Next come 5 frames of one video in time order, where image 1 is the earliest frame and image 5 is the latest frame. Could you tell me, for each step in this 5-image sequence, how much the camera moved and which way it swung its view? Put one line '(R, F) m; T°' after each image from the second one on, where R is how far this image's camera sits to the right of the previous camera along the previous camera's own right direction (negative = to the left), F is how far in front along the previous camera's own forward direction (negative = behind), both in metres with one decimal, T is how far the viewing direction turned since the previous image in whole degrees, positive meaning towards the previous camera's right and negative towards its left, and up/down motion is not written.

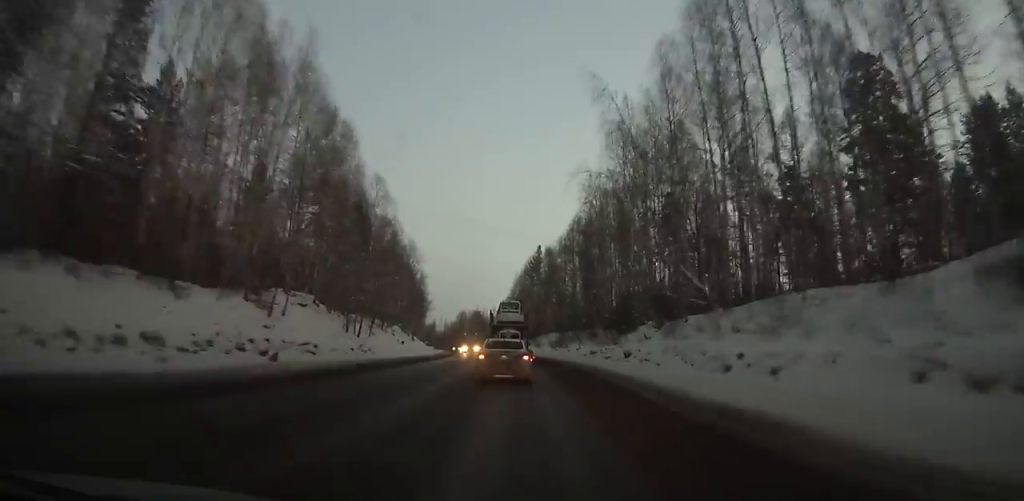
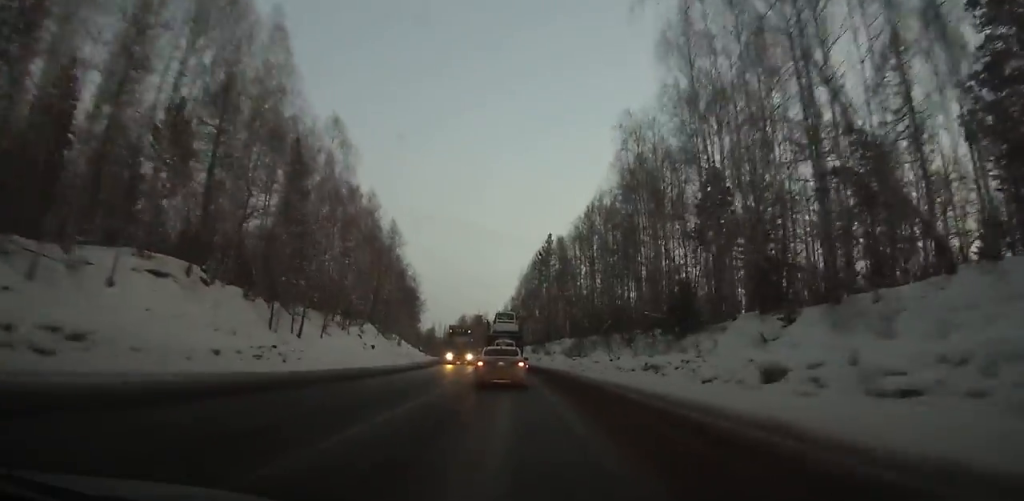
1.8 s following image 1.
(-0.1, +20.1) m; -1°
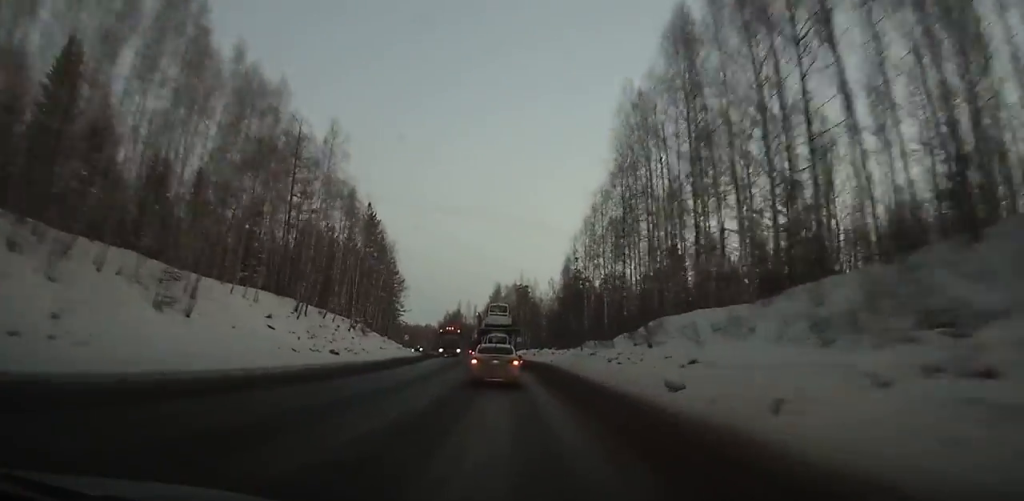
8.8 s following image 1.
(-3.3, +84.4) m; -6°
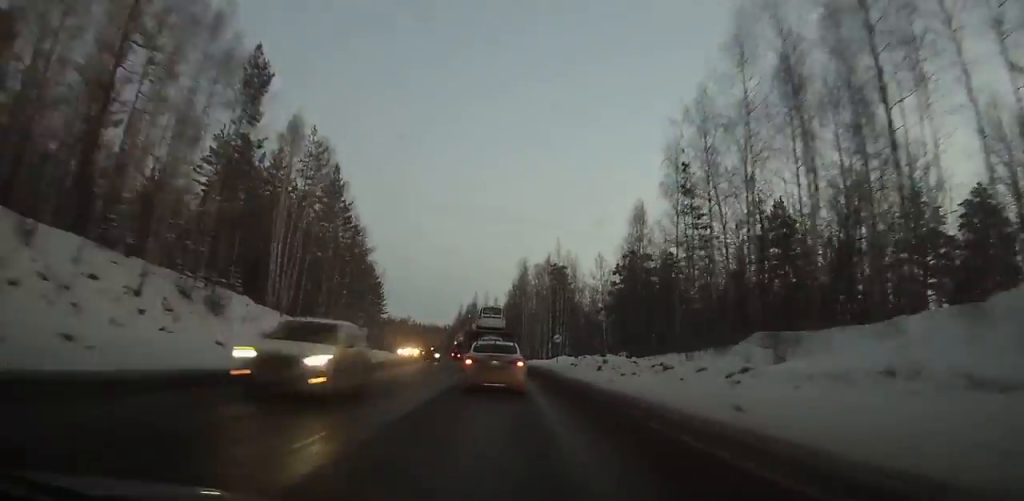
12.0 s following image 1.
(-1.4, +37.5) m; -4°
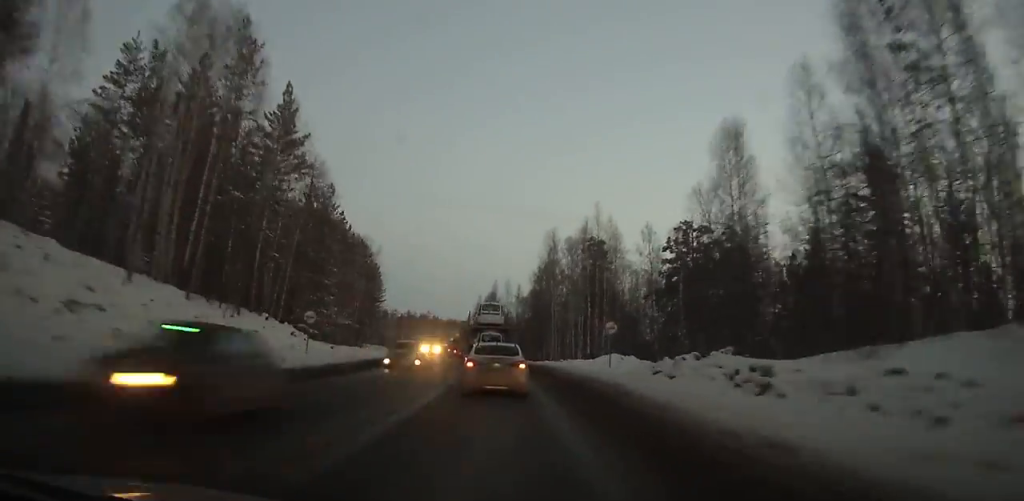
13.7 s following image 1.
(-0.3, +19.5) m; -2°
